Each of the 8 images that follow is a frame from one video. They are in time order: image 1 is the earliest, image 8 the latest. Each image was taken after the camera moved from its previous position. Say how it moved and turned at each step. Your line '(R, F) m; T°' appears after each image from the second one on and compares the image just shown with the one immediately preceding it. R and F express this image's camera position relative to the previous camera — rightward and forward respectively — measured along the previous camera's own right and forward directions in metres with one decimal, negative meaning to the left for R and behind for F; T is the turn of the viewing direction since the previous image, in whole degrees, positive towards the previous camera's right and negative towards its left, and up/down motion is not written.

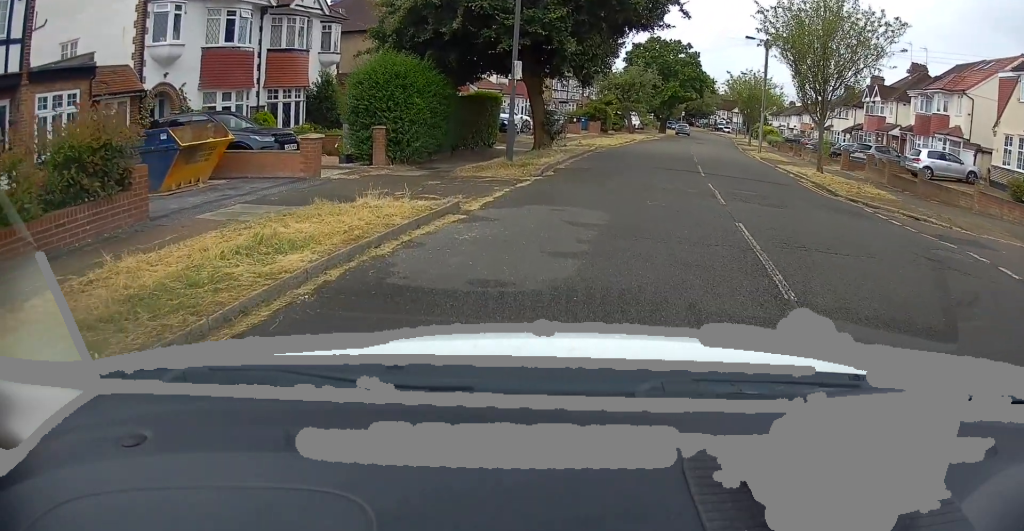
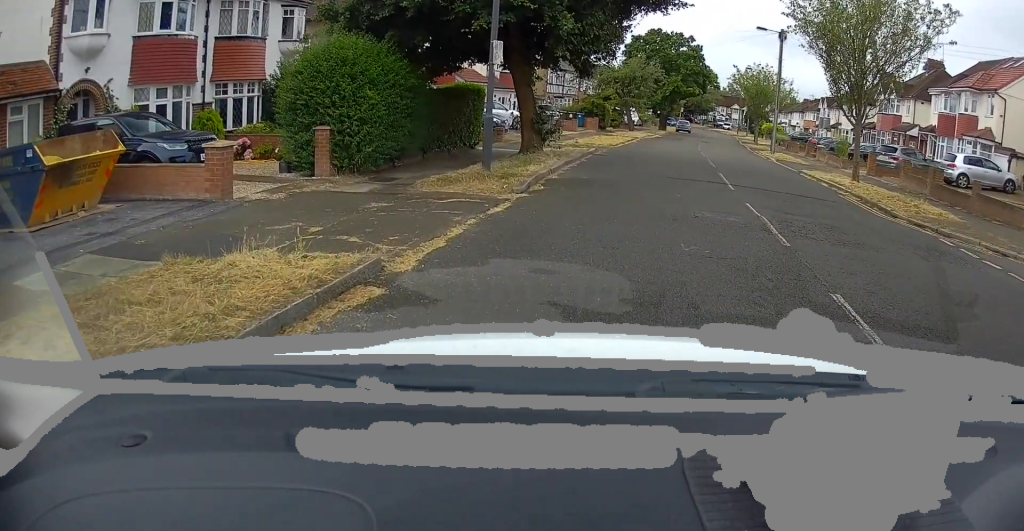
(0.0, +3.6) m; +1°
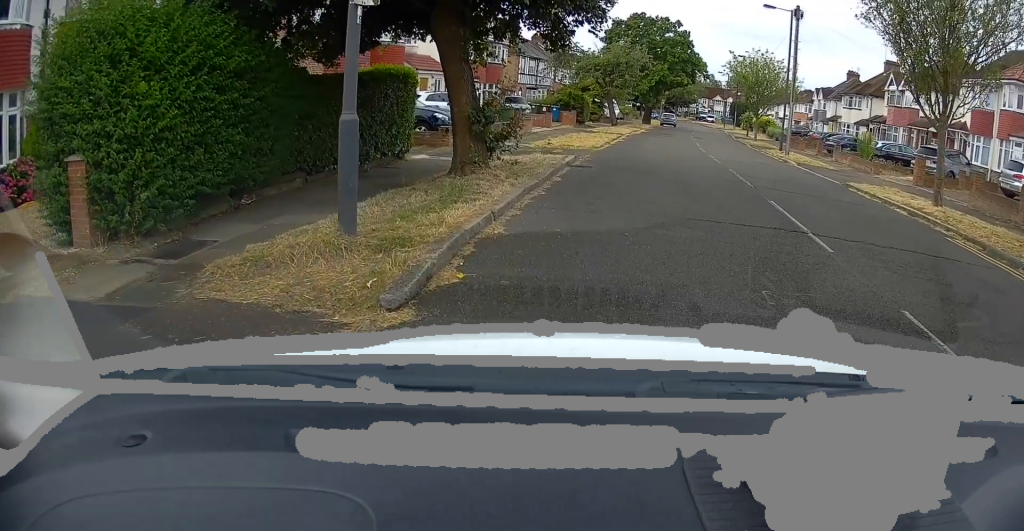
(+0.3, +6.5) m; +3°
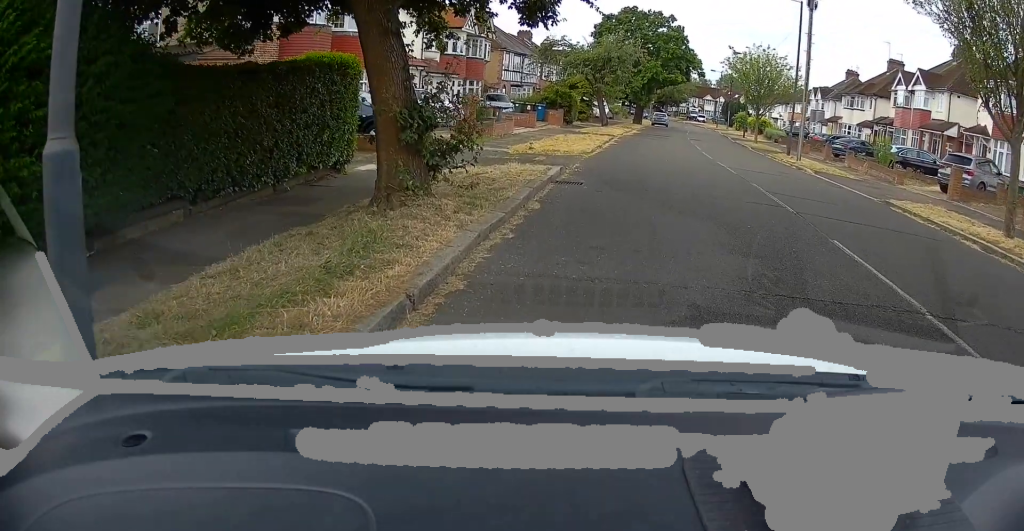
(0.0, +3.3) m; 0°
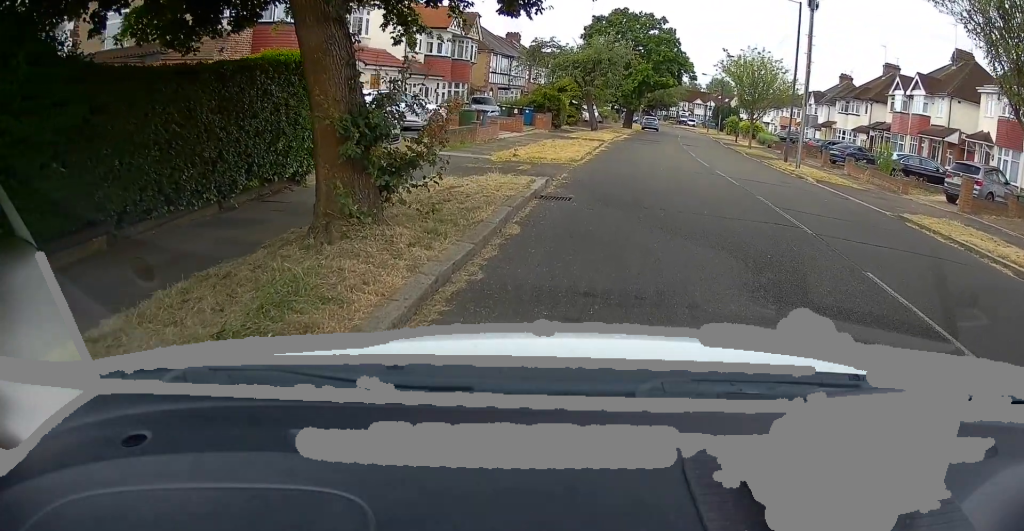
(0.0, +1.2) m; +1°
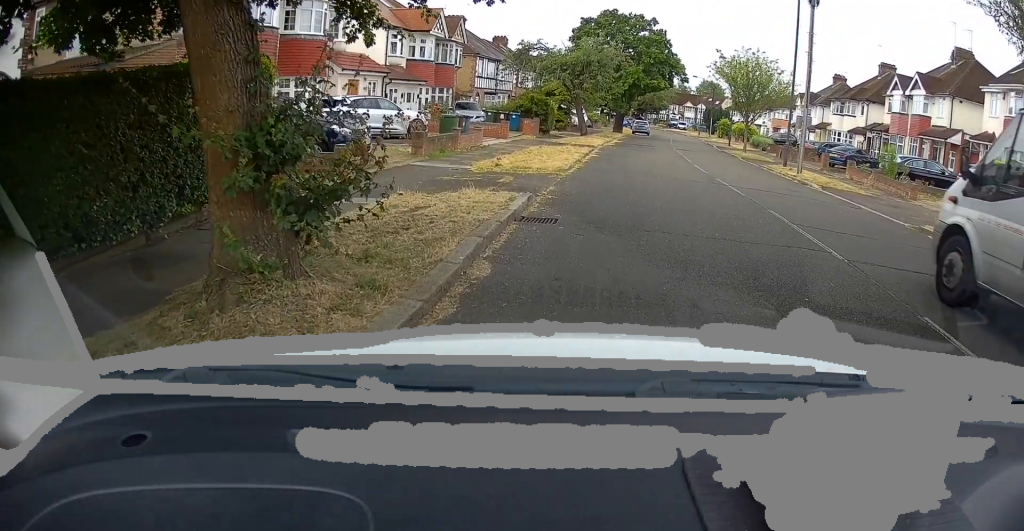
(0.0, +1.3) m; 0°
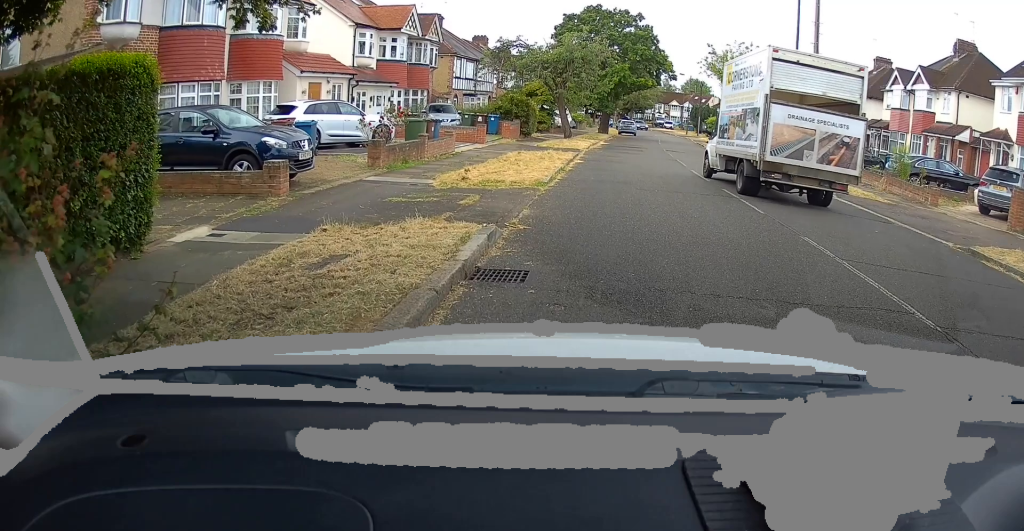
(+0.1, +1.7) m; 0°
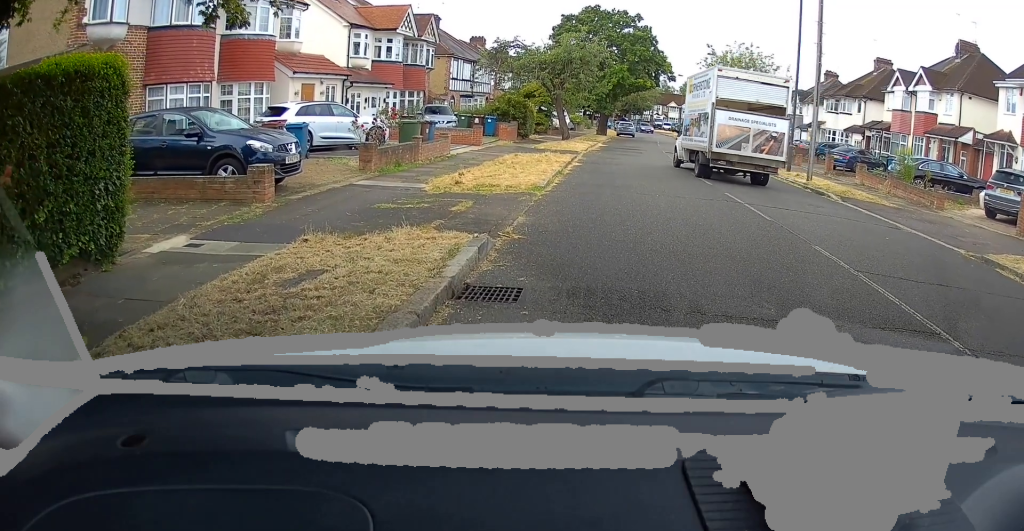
(0.0, +0.1) m; 0°
